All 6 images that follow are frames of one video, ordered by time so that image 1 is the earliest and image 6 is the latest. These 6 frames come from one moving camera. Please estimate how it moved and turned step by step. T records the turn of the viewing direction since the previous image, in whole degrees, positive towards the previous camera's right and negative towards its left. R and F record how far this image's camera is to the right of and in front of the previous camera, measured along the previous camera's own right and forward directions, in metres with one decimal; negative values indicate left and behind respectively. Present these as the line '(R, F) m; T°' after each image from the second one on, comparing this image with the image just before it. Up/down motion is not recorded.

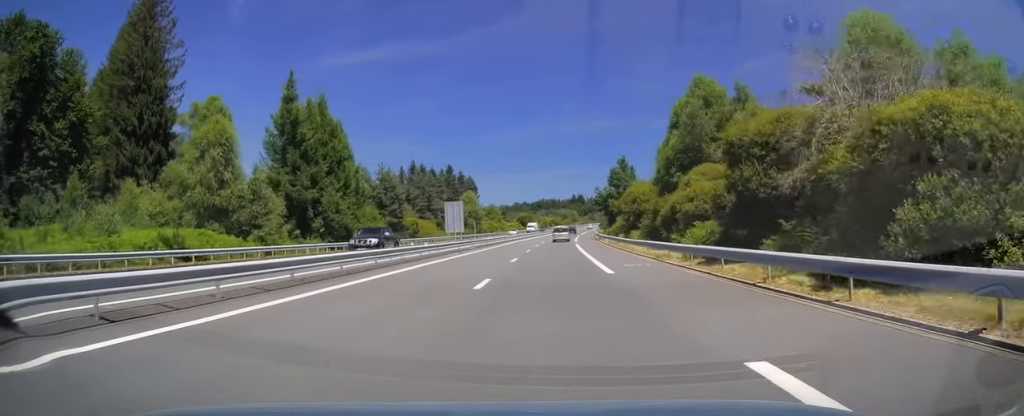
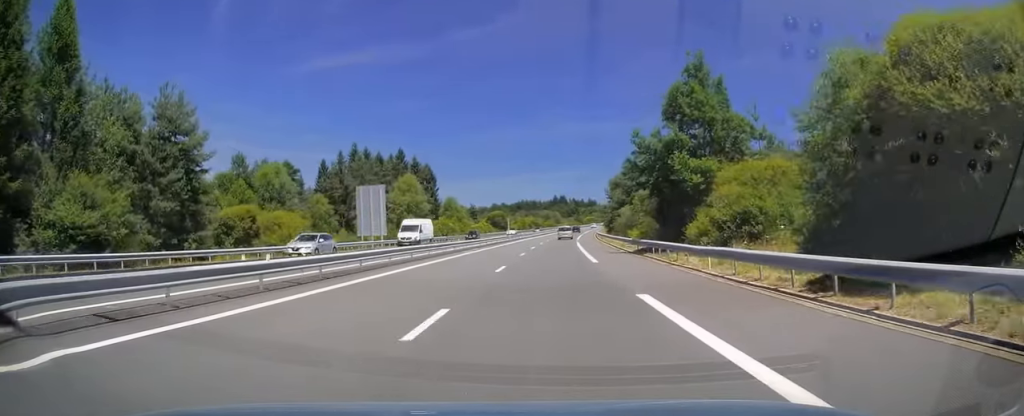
(+0.6, +45.6) m; +2°
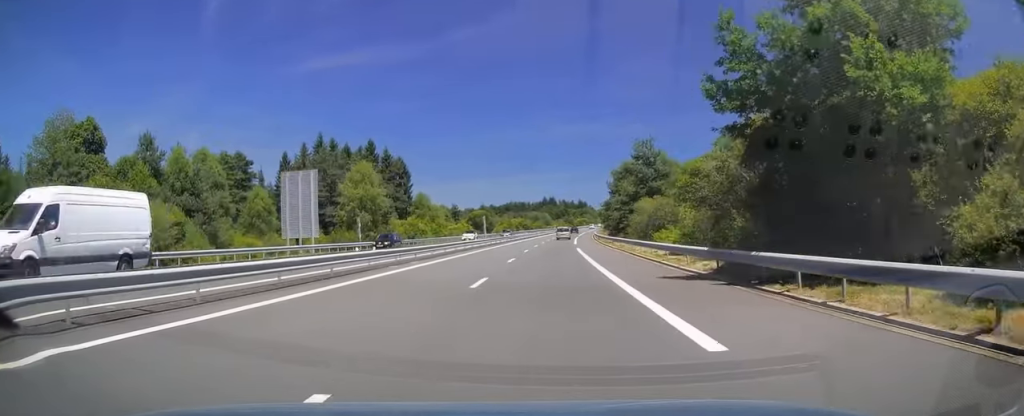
(+0.2, +18.7) m; +1°
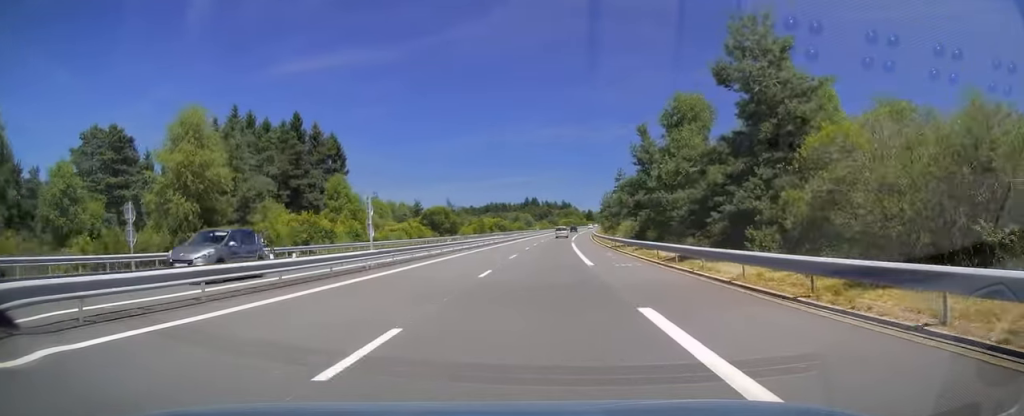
(+0.4, +35.3) m; +1°
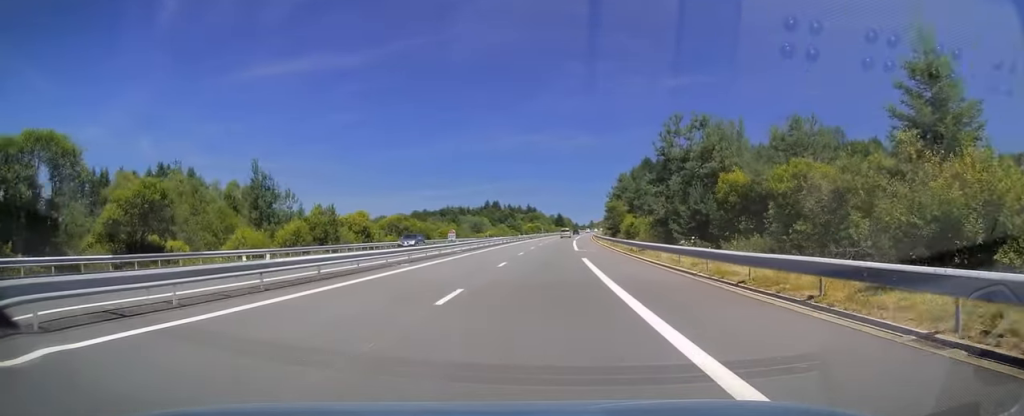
(+3.0, +84.6) m; +4°
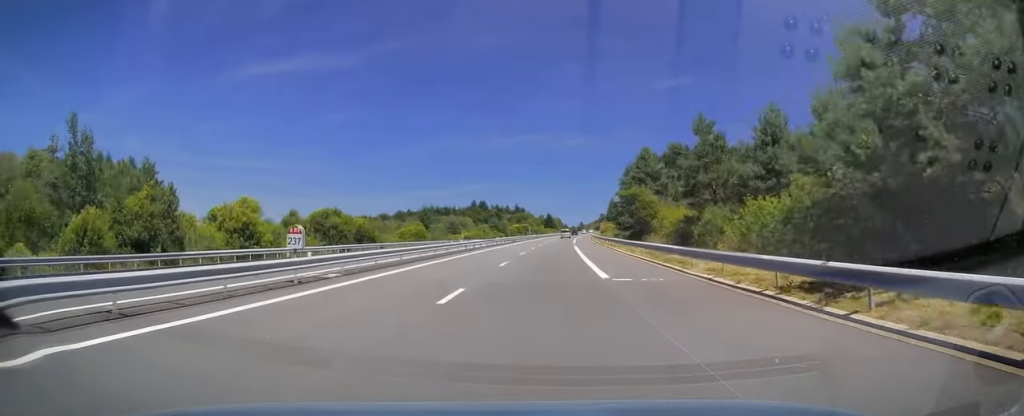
(+0.2, +25.9) m; +1°
